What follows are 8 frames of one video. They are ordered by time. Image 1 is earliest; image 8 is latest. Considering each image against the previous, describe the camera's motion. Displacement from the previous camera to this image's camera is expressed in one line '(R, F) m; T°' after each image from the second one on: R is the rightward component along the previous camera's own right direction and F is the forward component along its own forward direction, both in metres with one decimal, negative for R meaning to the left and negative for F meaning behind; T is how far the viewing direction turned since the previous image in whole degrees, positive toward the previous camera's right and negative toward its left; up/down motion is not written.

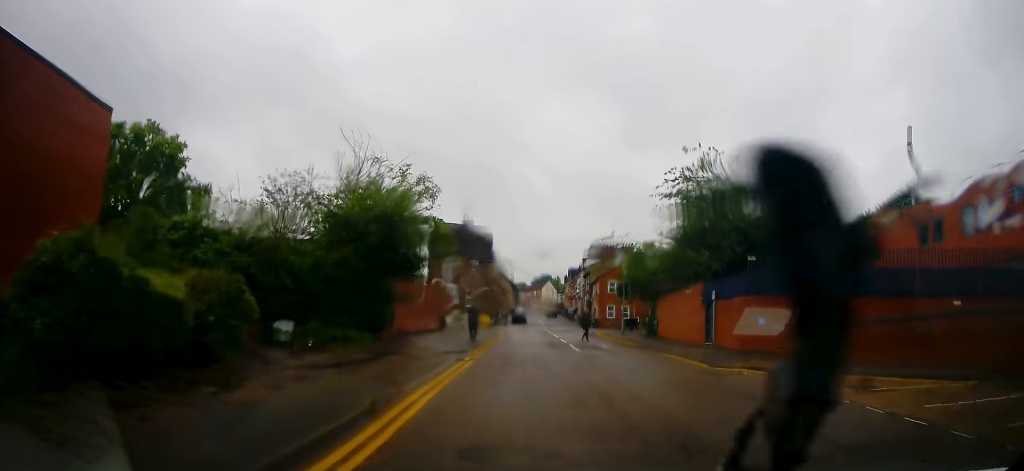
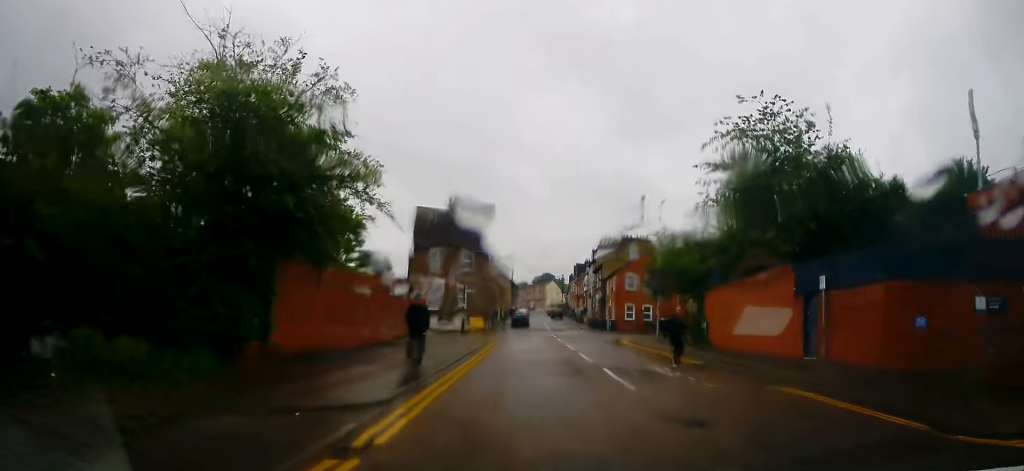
(+0.5, +10.6) m; +2°
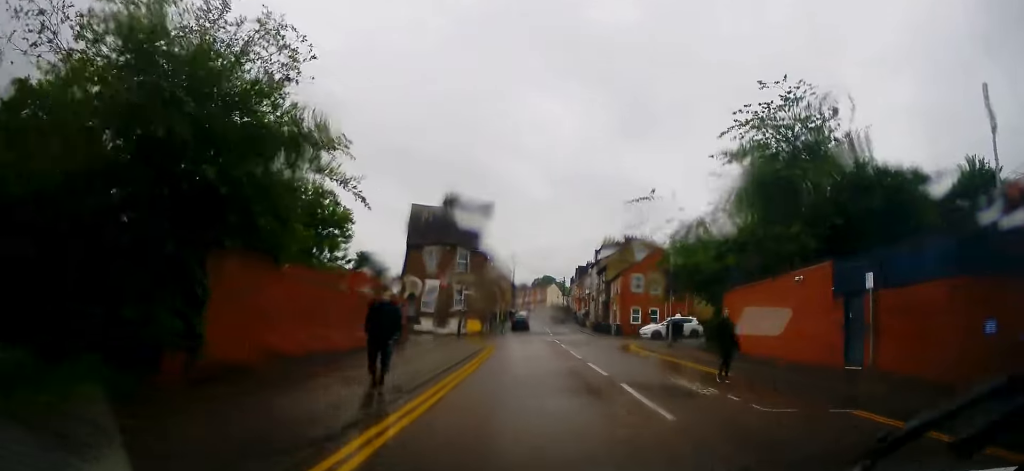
(0.0, +2.6) m; 0°
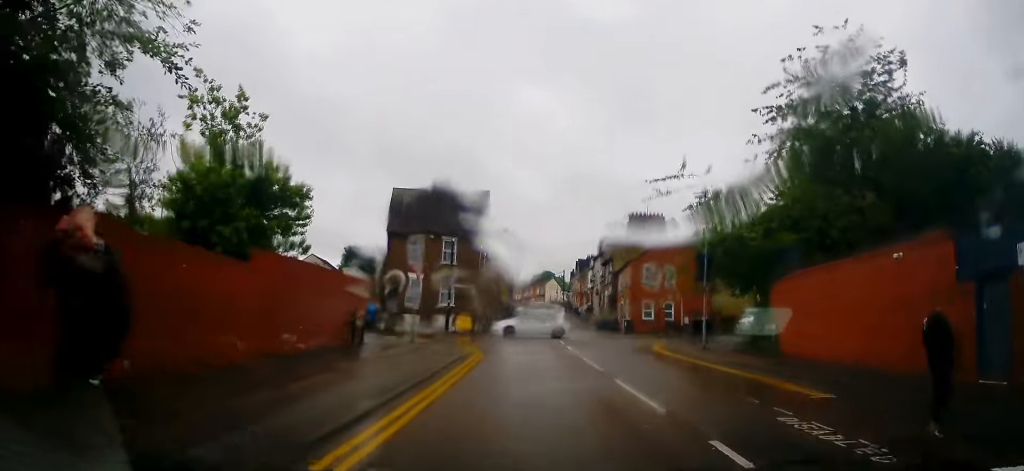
(-0.1, +5.9) m; -2°
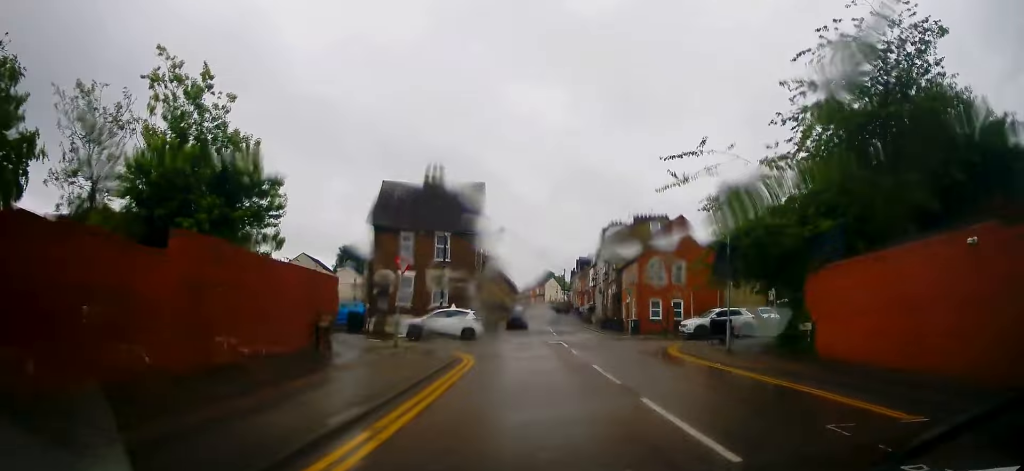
(0.0, +2.9) m; -1°
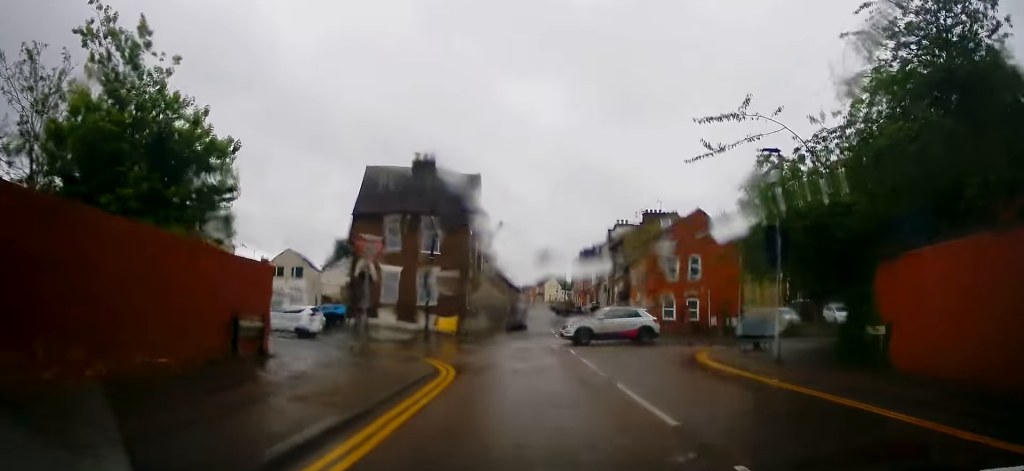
(-0.2, +4.4) m; 0°
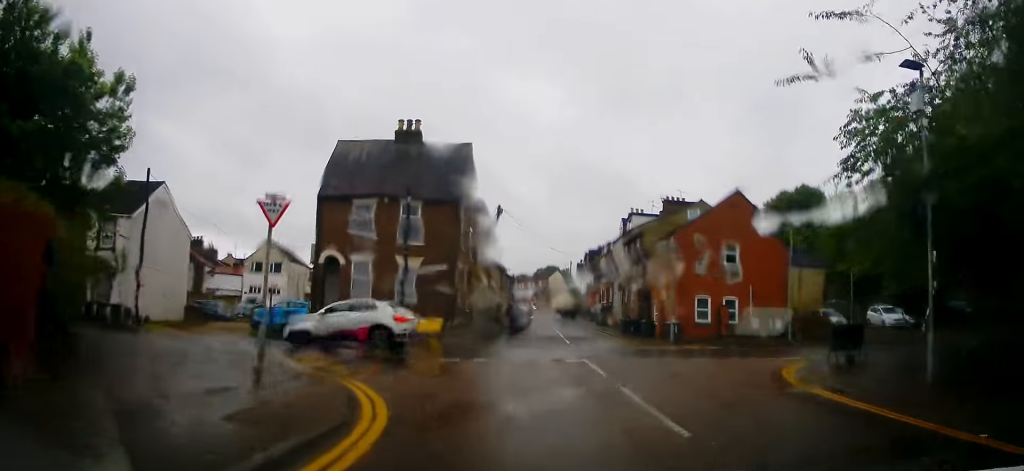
(+0.2, +6.9) m; +3°
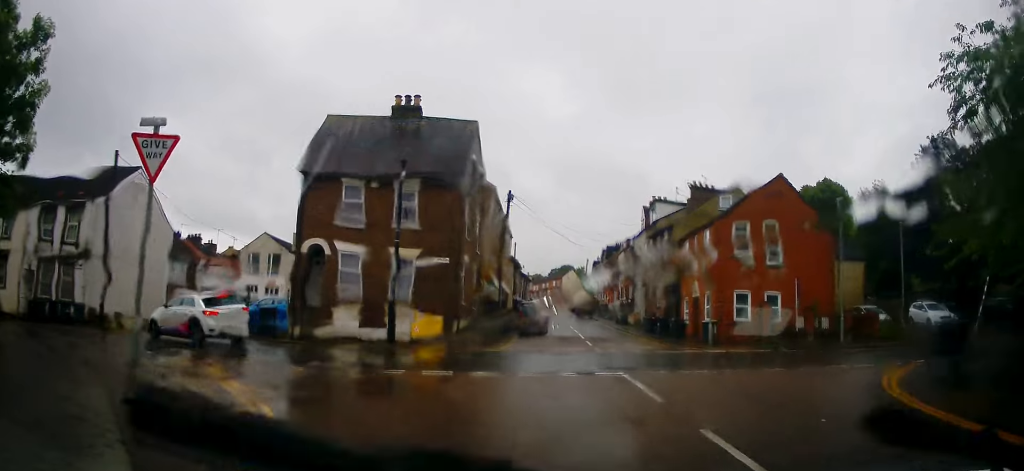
(+0.1, +4.0) m; -2°
